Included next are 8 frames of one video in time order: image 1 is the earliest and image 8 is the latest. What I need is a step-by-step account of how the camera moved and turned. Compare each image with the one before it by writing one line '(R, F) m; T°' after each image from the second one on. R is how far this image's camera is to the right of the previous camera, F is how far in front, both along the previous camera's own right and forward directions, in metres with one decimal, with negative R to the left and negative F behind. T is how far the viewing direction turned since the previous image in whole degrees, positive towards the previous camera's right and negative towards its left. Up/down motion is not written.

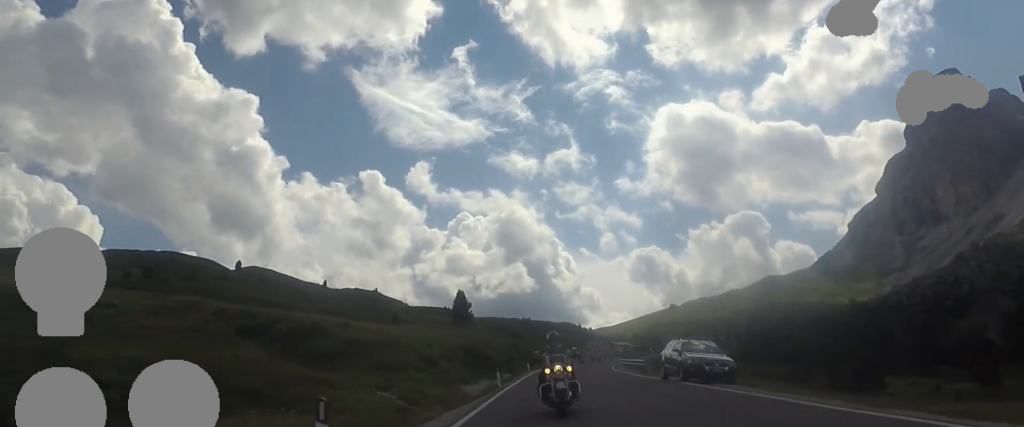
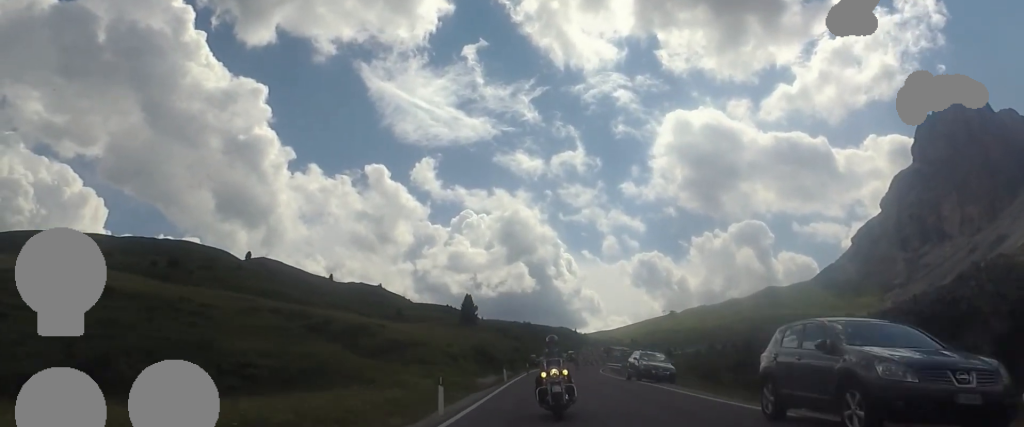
(+0.3, +8.5) m; -1°
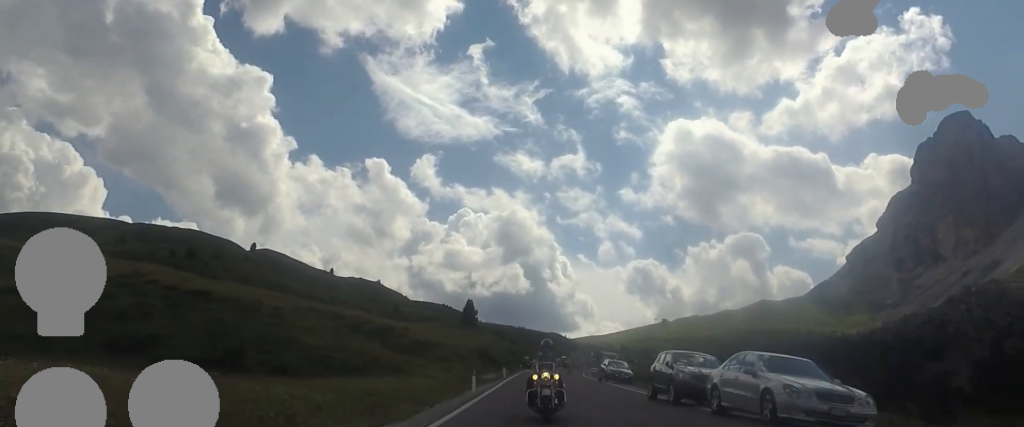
(-0.4, +9.9) m; +2°
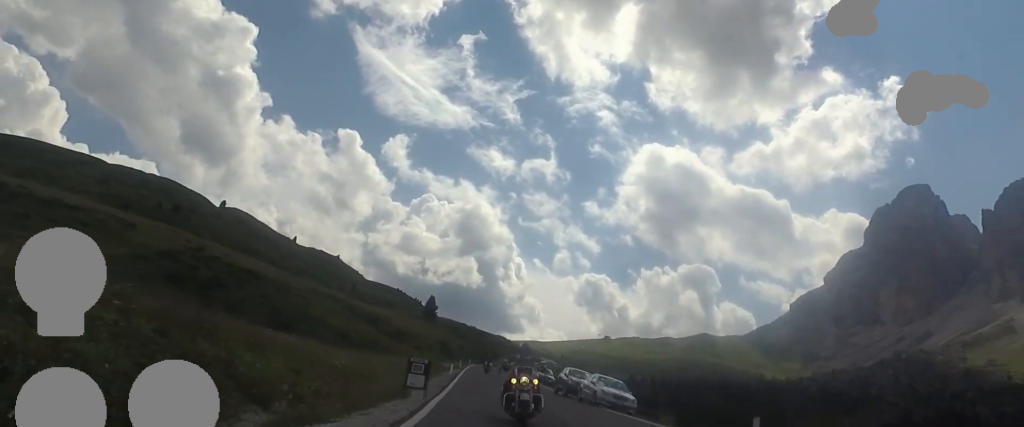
(+0.7, +15.9) m; +9°
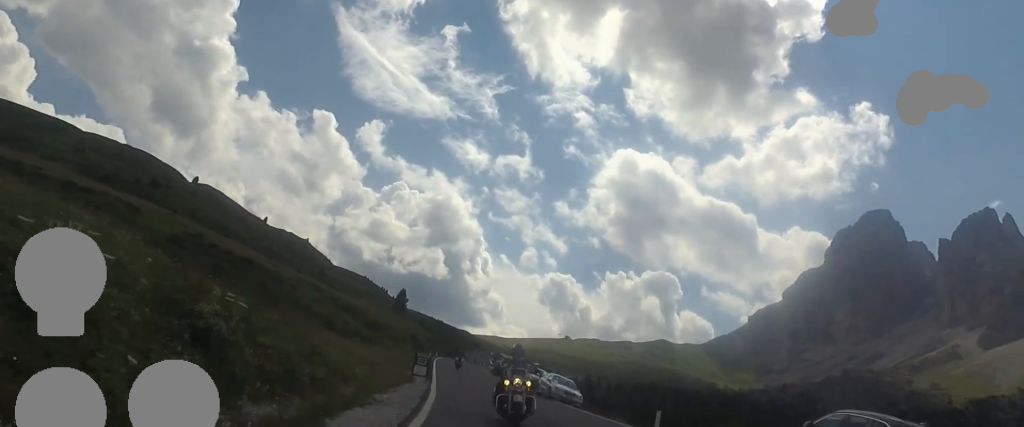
(+0.1, +6.5) m; +5°
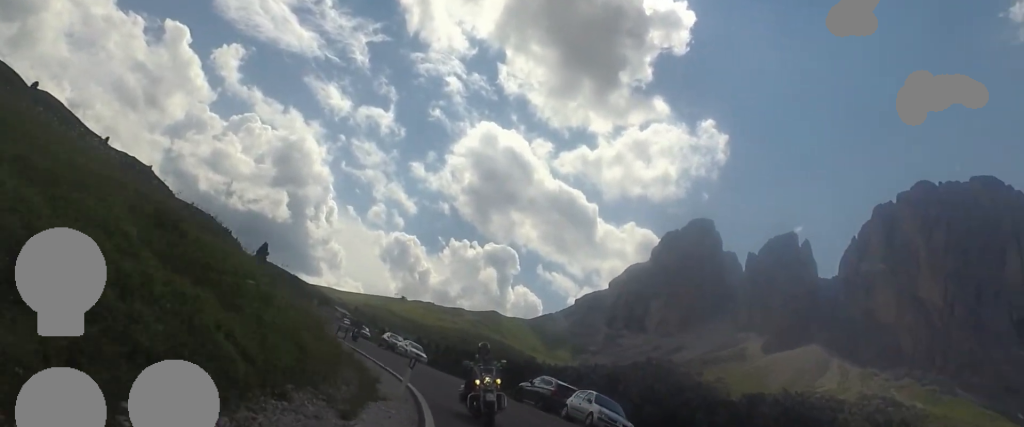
(+2.3, +18.1) m; +10°
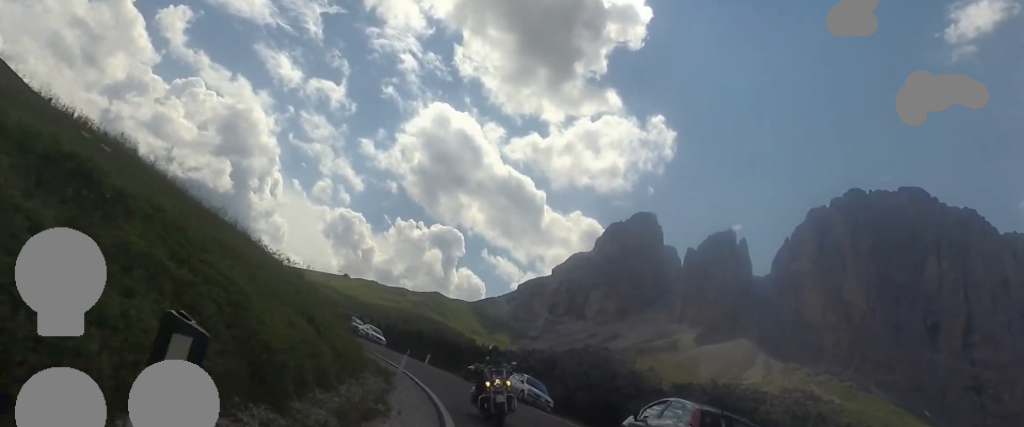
(+0.5, +8.5) m; +2°
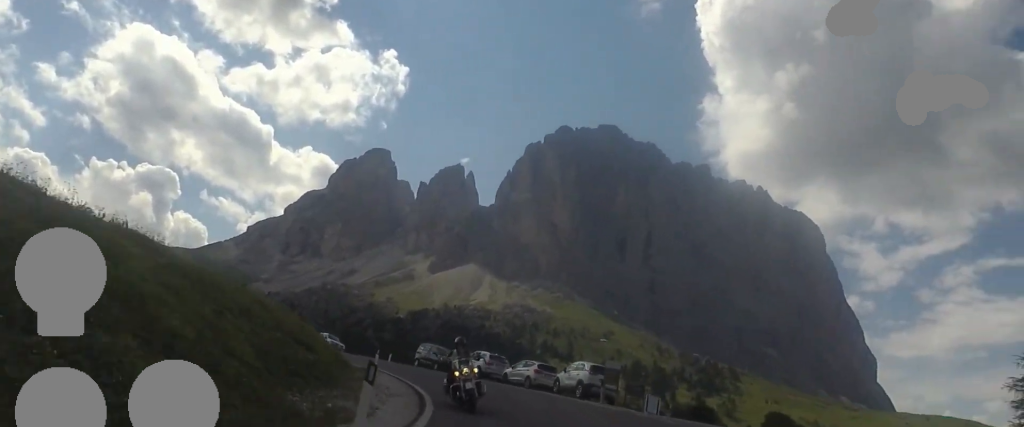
(+3.9, +25.0) m; +23°
